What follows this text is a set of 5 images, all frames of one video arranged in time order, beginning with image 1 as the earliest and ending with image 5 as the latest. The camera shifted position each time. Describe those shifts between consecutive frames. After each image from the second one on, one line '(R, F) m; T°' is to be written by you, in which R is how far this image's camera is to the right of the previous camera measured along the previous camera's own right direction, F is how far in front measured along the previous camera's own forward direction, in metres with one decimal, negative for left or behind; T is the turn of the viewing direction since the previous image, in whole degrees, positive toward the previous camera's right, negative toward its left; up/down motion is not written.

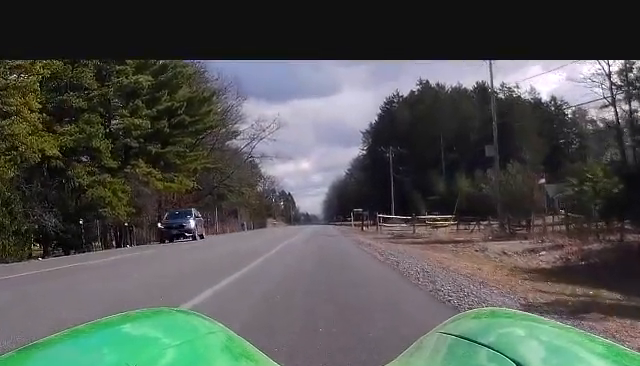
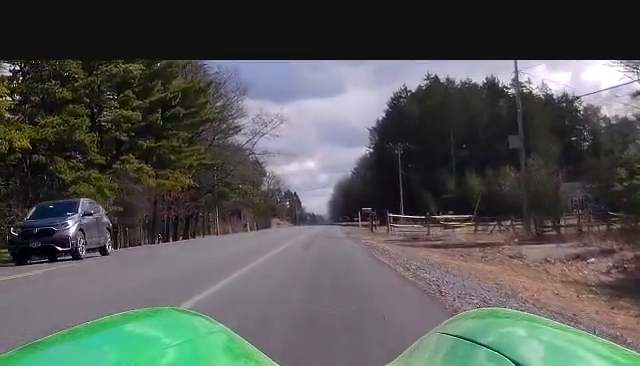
(0.0, +4.9) m; -1°
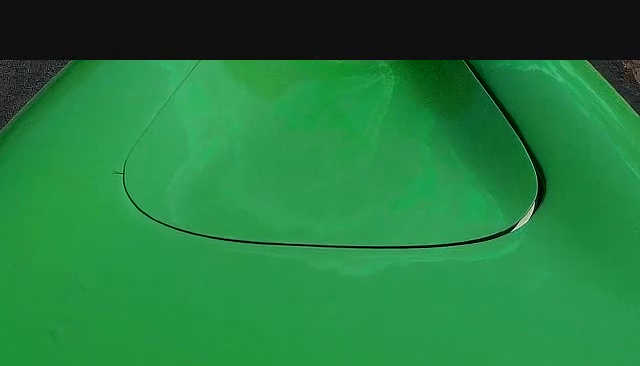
(-0.3, +13.8) m; +1°
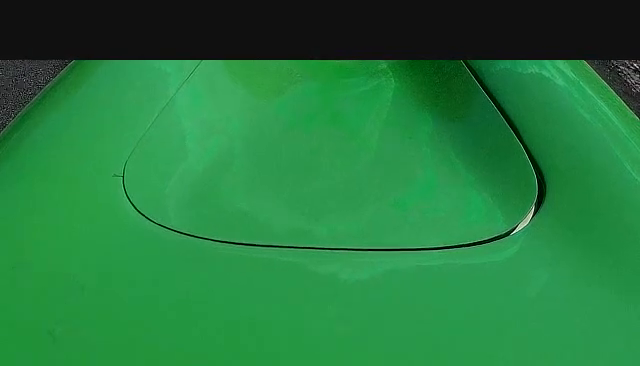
(+0.1, +4.0) m; +1°
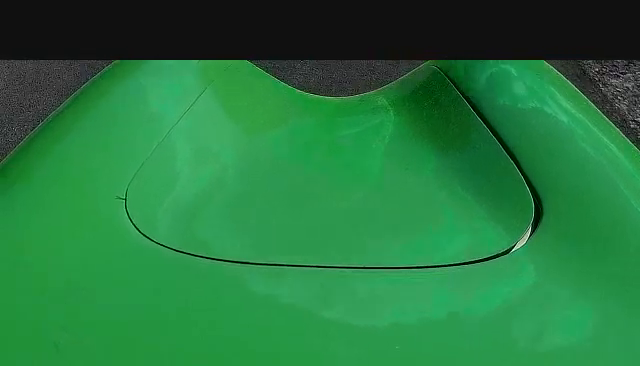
(-0.1, +10.2) m; -4°
